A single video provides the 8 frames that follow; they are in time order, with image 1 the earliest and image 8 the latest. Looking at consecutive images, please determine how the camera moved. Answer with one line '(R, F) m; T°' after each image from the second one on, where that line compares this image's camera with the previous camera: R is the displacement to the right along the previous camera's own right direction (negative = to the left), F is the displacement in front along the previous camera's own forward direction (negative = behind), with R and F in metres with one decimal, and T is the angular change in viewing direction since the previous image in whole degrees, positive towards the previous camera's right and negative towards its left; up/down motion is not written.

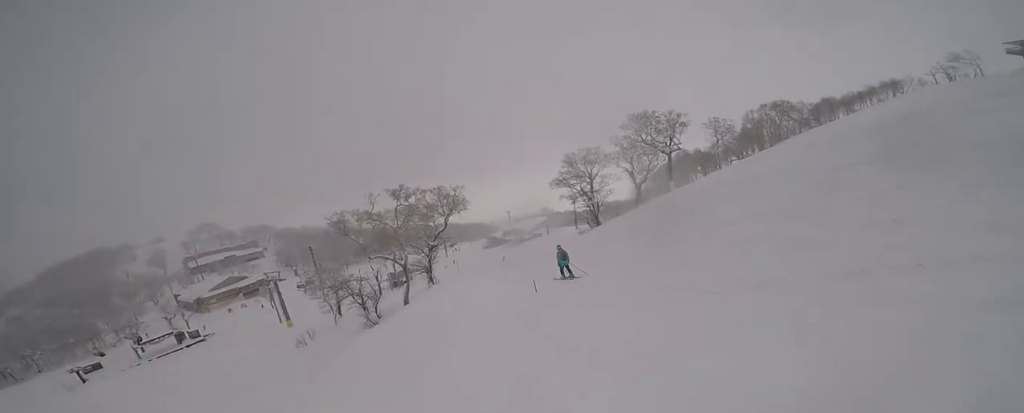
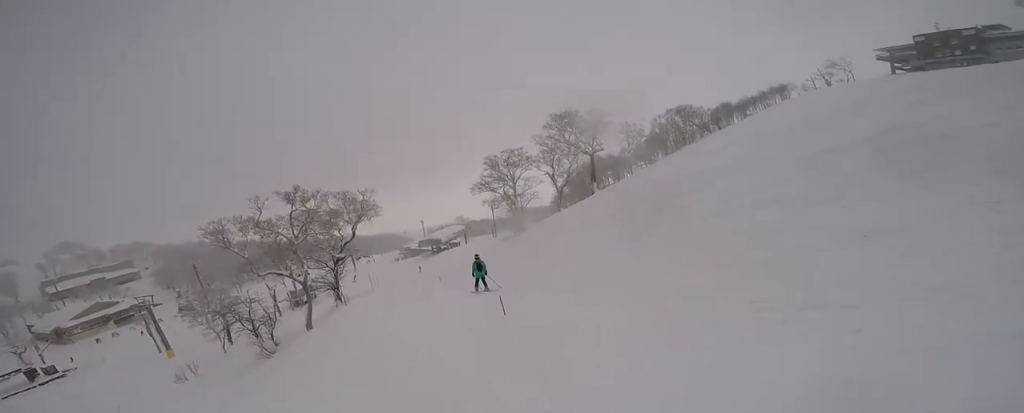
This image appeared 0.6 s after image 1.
(+1.8, +4.2) m; +10°
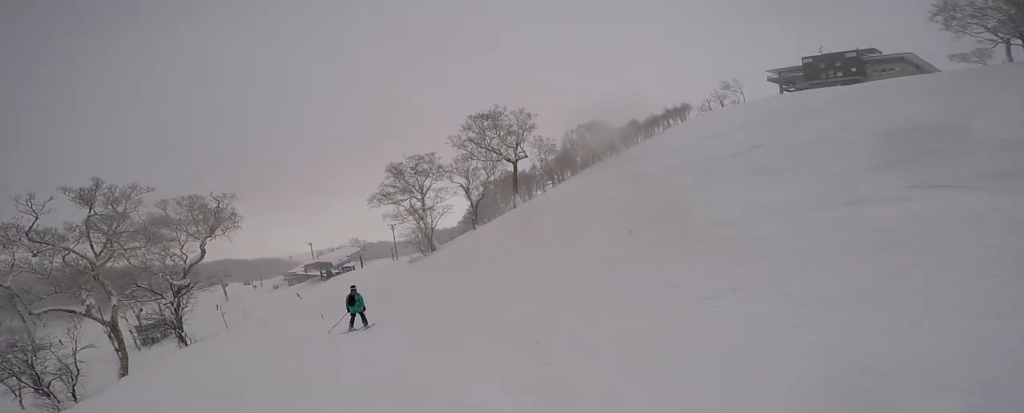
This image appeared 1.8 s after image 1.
(-0.6, +8.2) m; +15°
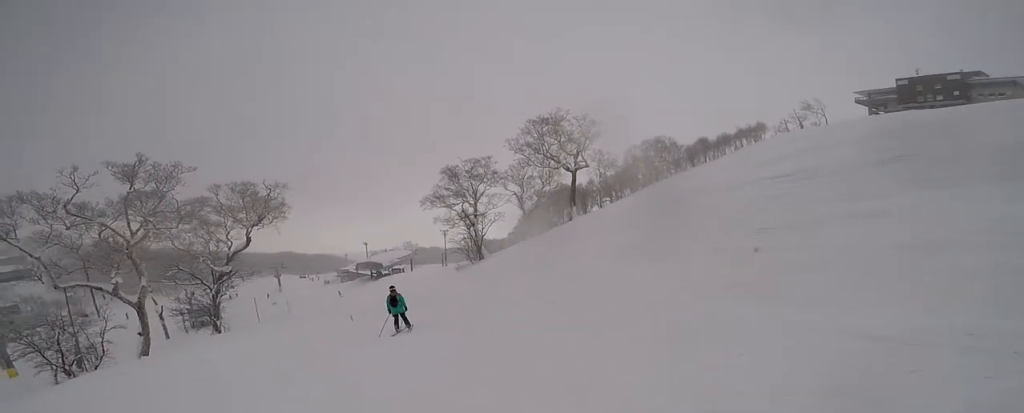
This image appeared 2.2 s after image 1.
(+1.1, +2.7) m; +6°
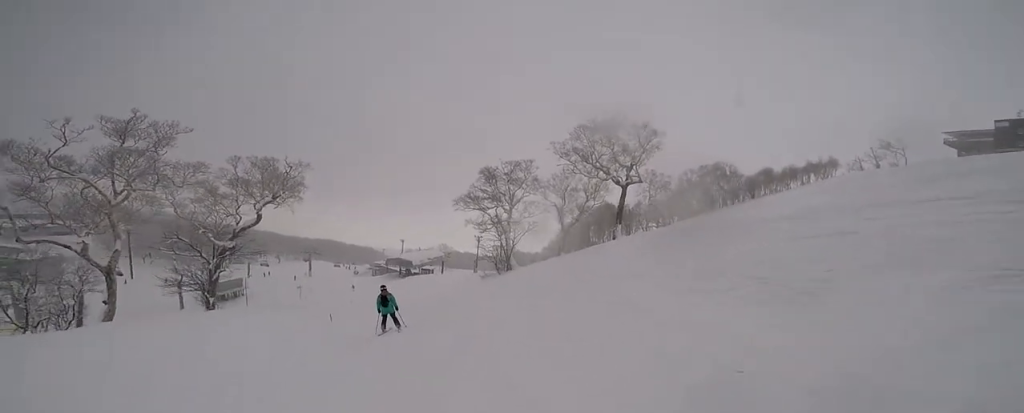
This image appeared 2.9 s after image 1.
(+1.3, +4.2) m; +7°
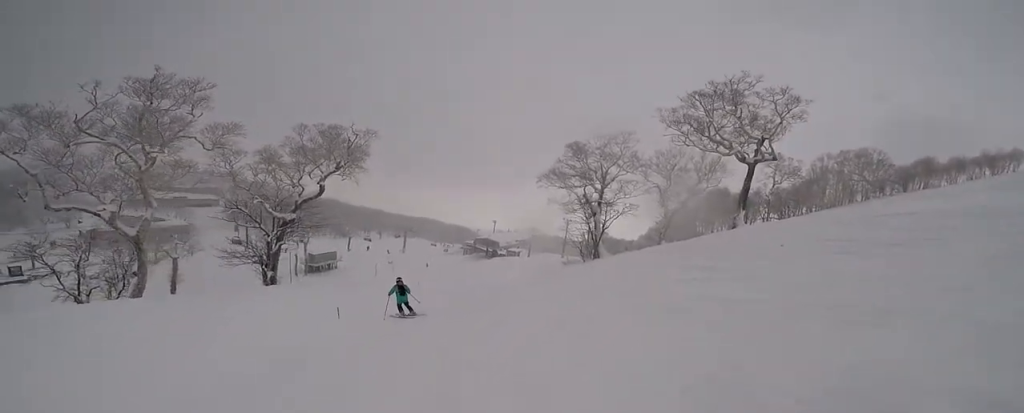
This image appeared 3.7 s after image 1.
(-1.1, +5.5) m; -11°
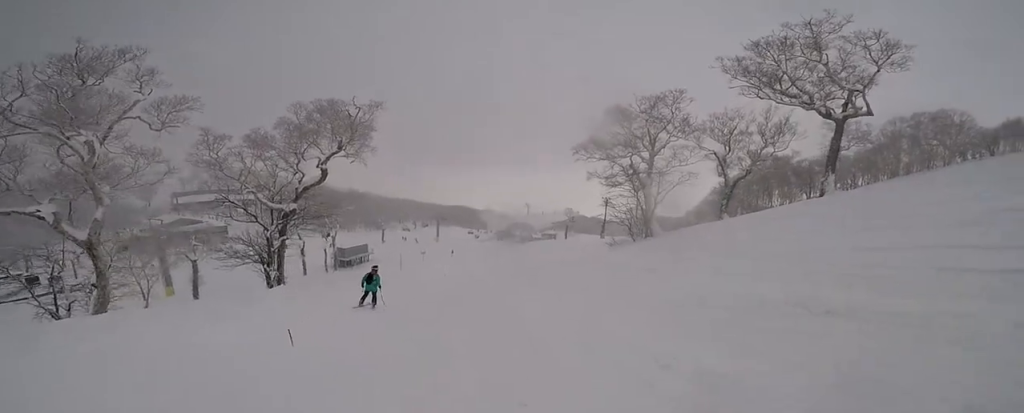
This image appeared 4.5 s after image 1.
(-0.1, +4.9) m; -10°
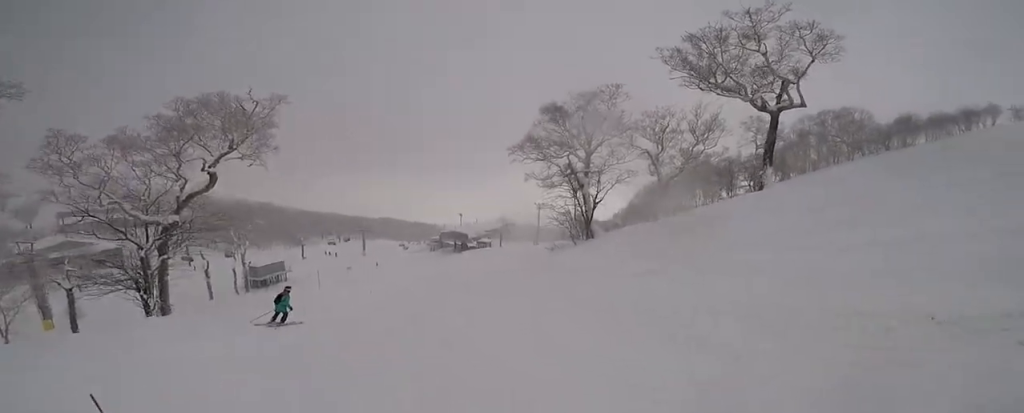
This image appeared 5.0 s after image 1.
(0.0, +2.7) m; -5°
